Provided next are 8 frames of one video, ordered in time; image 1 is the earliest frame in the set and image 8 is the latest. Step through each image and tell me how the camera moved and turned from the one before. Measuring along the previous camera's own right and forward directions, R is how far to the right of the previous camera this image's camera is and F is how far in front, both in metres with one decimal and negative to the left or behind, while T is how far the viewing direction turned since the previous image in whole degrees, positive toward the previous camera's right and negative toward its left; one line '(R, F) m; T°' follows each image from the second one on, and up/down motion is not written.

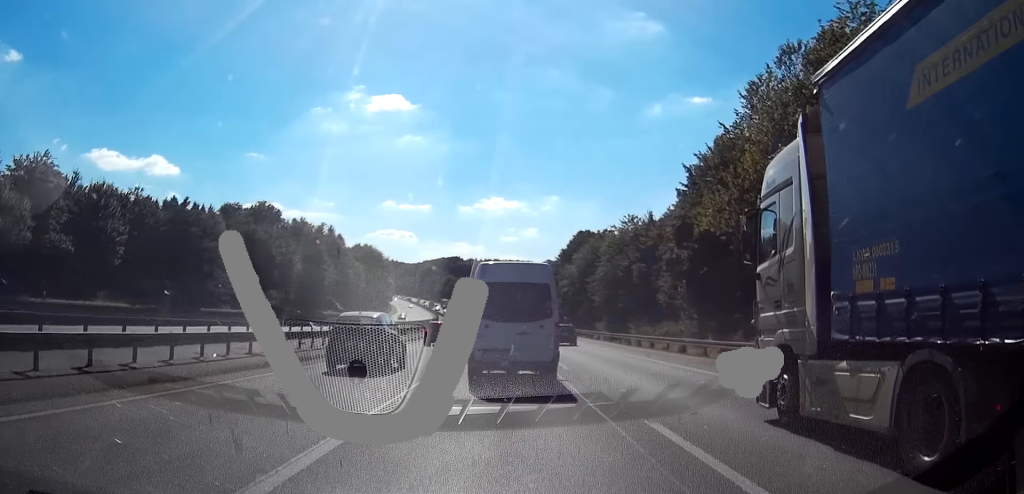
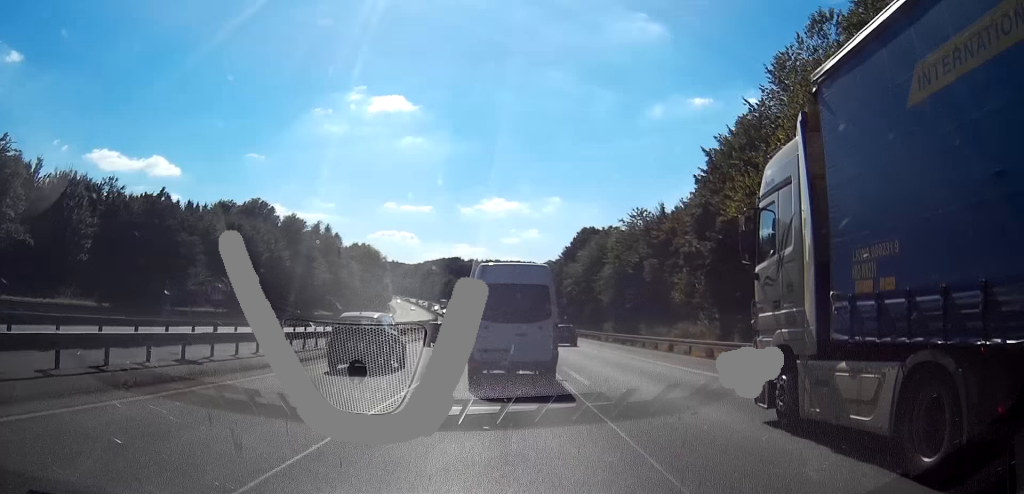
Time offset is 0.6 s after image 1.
(-0.1, +5.1) m; -1°
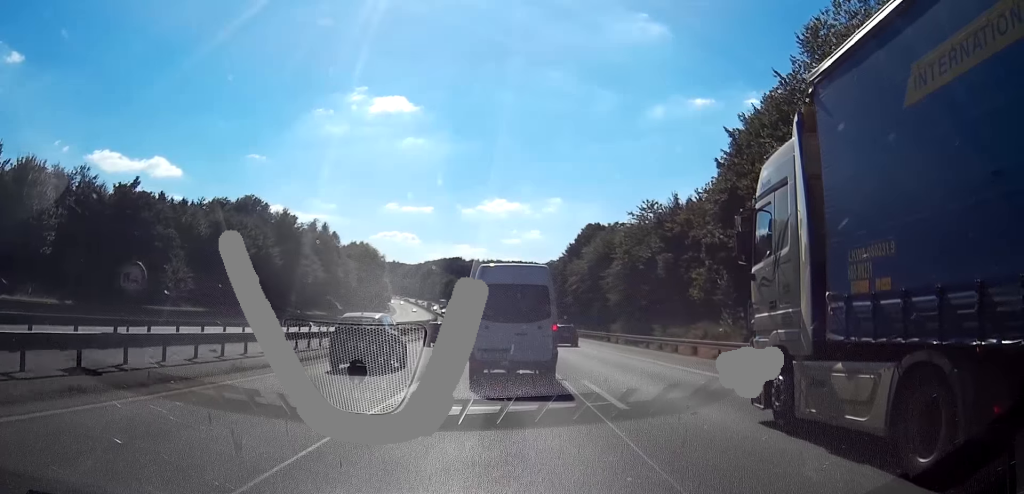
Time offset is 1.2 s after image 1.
(0.0, +4.9) m; 0°
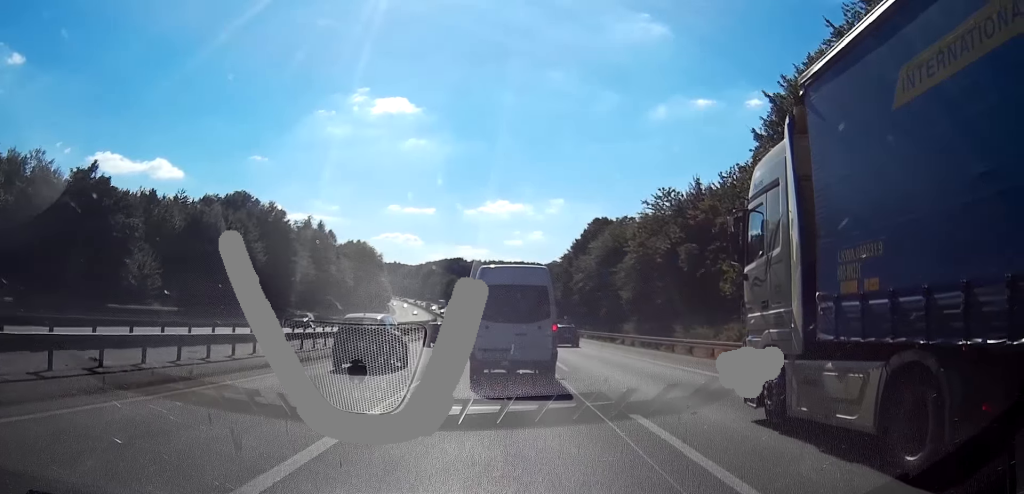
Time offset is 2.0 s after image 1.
(0.0, +6.8) m; 0°
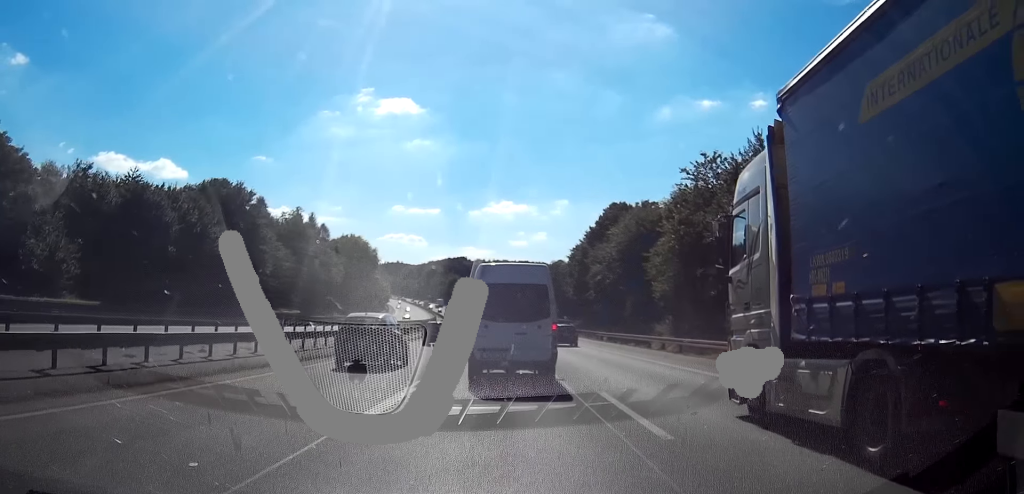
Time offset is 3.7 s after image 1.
(0.0, +13.0) m; 0°
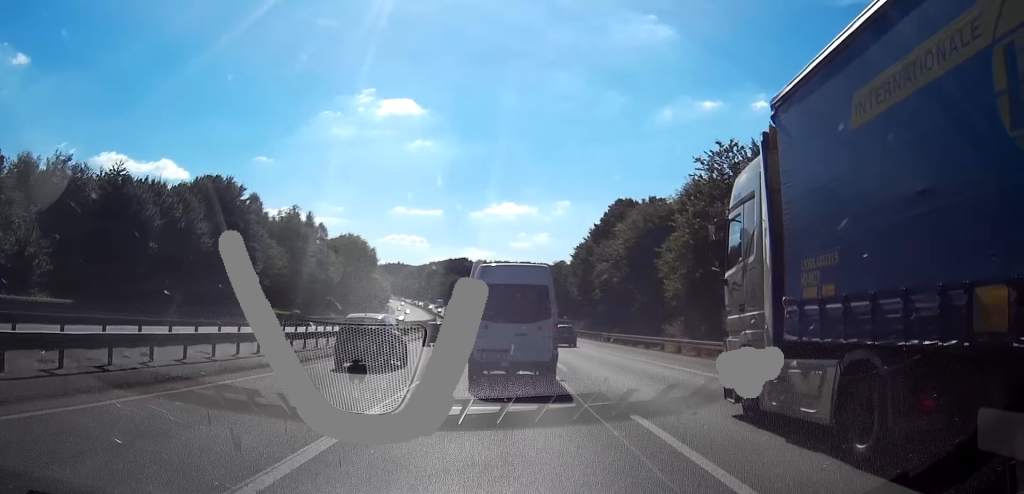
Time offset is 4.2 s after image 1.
(0.0, +3.5) m; 0°
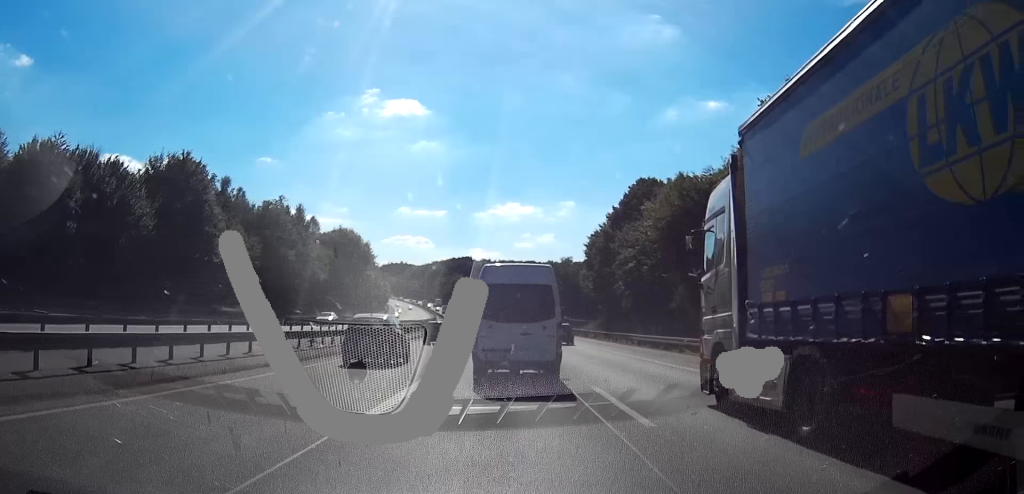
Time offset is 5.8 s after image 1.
(0.0, +12.6) m; 0°
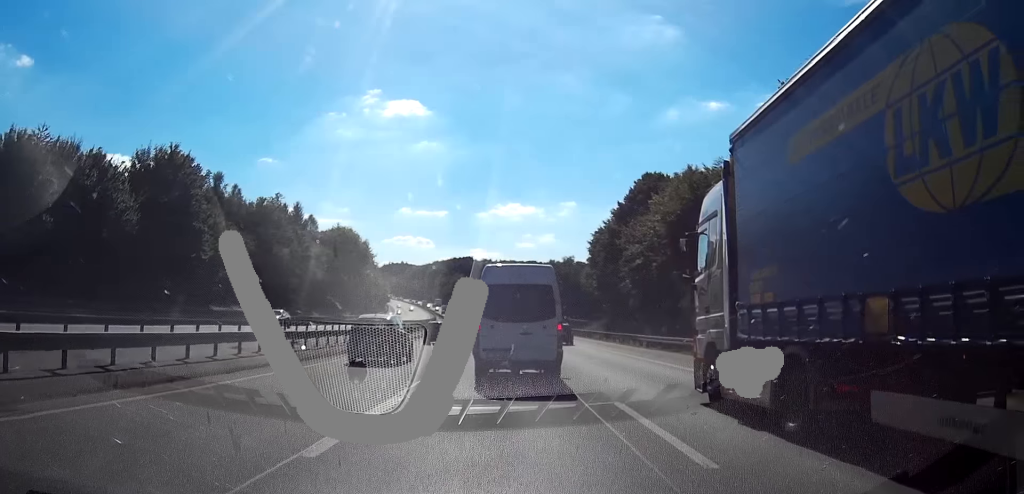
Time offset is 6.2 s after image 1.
(0.0, +3.0) m; 0°
